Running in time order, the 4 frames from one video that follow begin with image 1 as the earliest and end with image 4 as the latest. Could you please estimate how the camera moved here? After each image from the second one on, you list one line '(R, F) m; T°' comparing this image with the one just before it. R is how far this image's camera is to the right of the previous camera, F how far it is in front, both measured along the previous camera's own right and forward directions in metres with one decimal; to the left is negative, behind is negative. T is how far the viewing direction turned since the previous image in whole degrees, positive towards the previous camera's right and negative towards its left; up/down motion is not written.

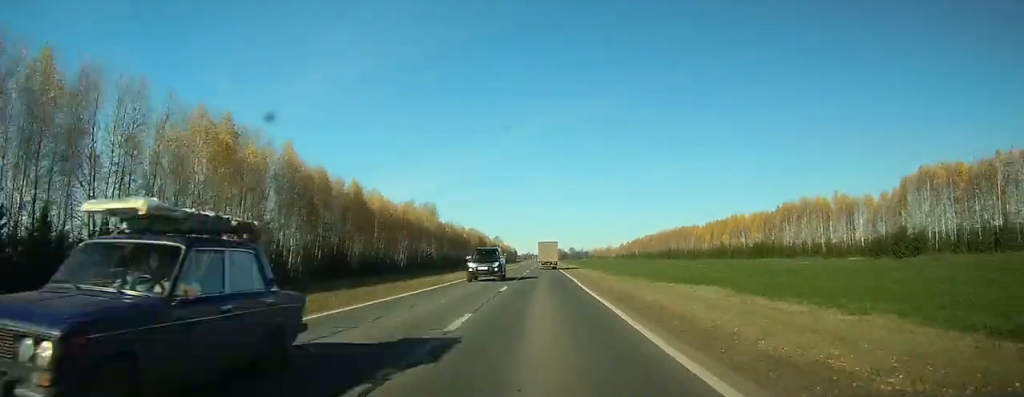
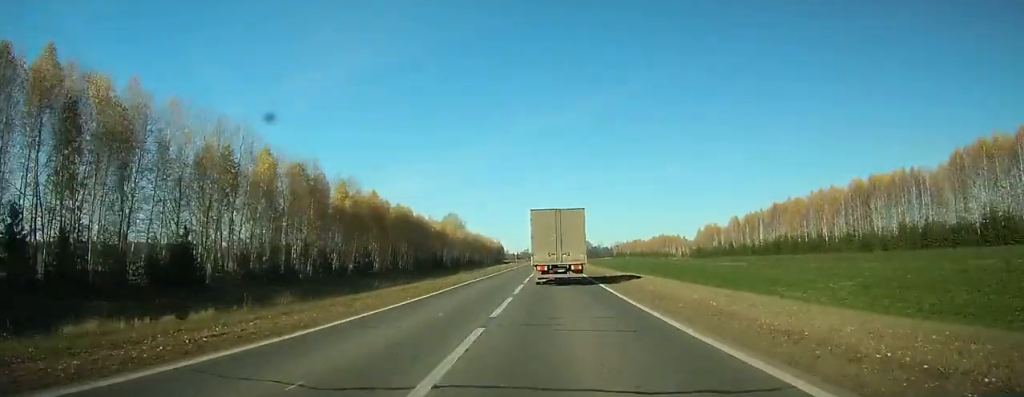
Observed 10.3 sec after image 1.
(+2.0, +250.3) m; +1°
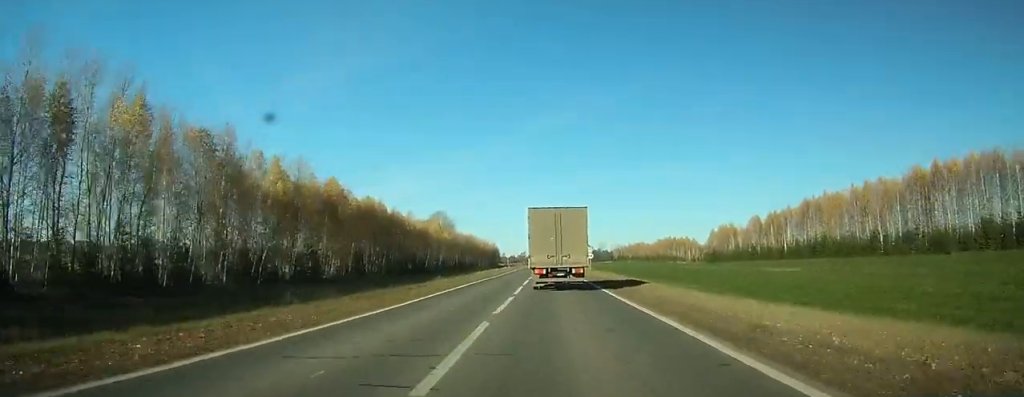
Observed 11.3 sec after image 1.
(0.0, +22.9) m; 0°
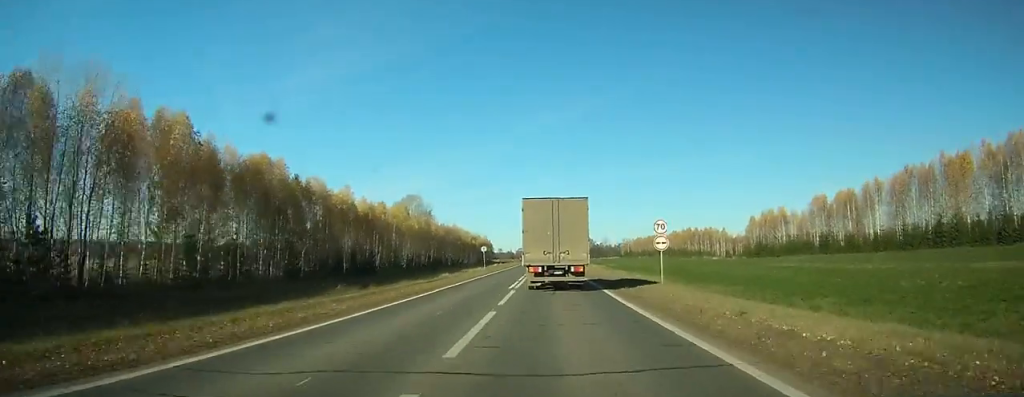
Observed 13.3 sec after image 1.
(+0.1, +44.9) m; 0°
